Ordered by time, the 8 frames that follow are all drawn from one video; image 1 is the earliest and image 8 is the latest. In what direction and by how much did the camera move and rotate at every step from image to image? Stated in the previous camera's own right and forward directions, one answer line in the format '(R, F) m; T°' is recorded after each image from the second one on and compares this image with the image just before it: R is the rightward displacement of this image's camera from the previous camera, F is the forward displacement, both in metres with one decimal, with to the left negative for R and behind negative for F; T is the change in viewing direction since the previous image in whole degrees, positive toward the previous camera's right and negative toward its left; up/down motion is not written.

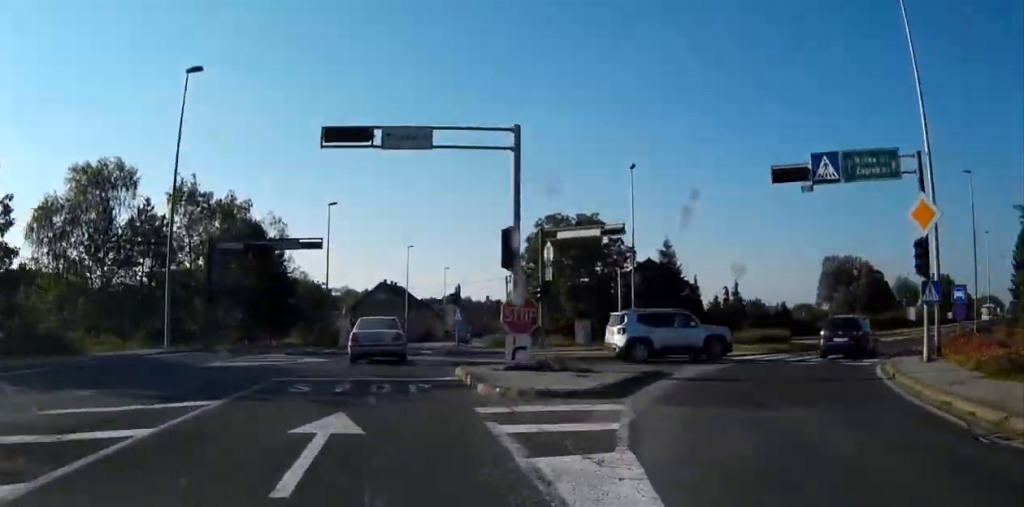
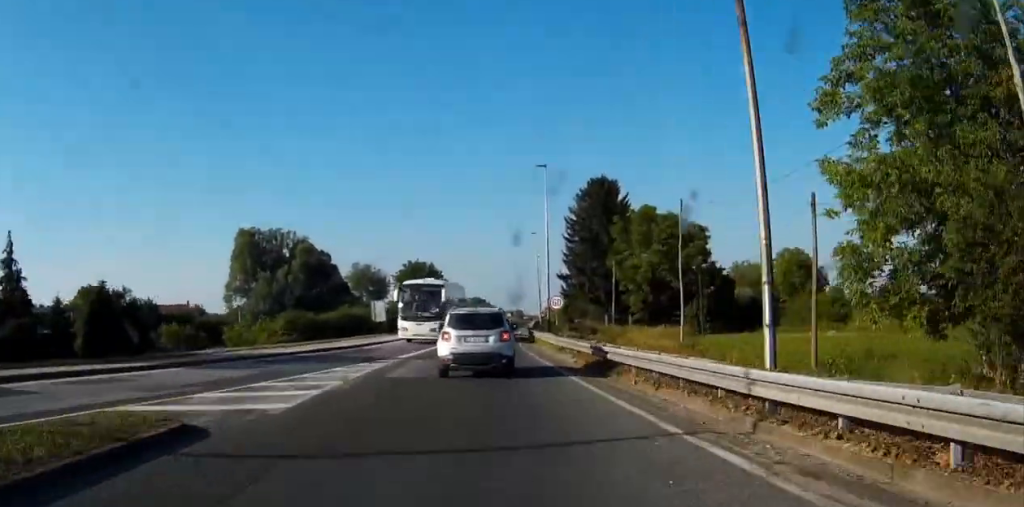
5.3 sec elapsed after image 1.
(+13.8, +55.3) m; +23°
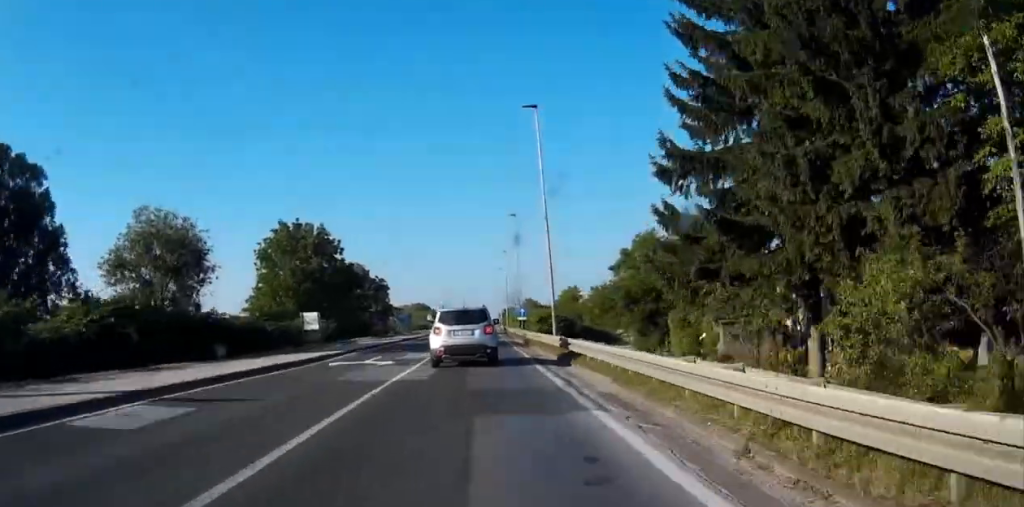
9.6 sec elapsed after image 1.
(+1.4, +65.0) m; +2°
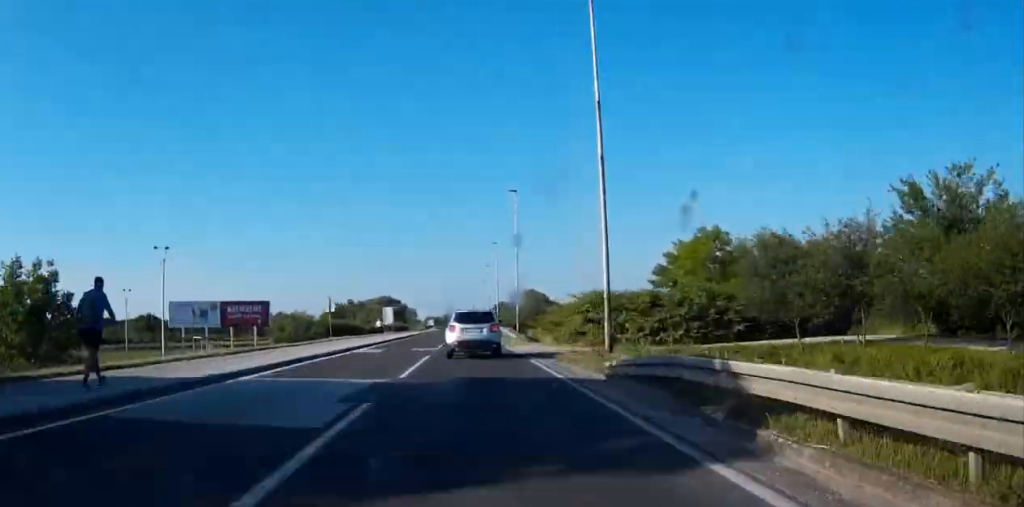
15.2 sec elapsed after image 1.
(+1.4, +102.3) m; +1°
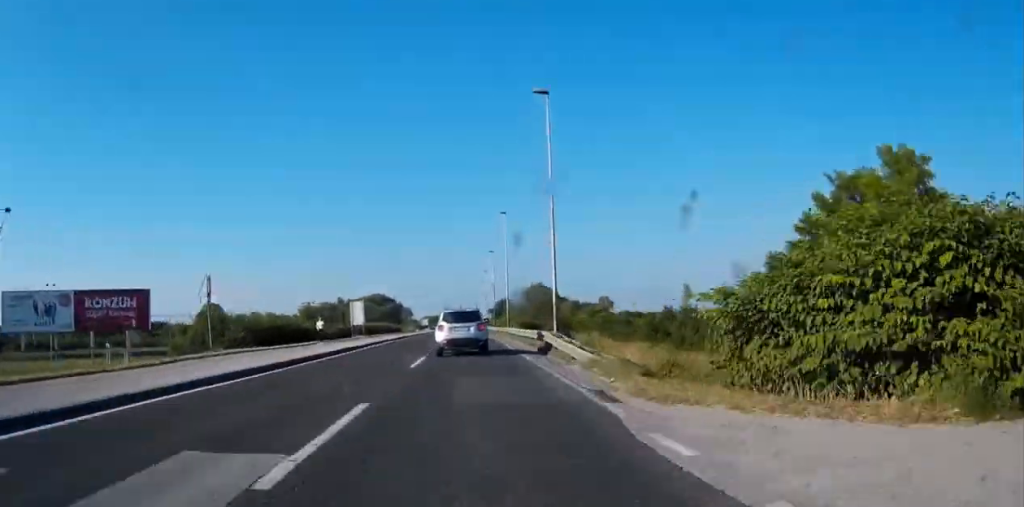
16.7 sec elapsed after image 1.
(0.0, +30.2) m; 0°
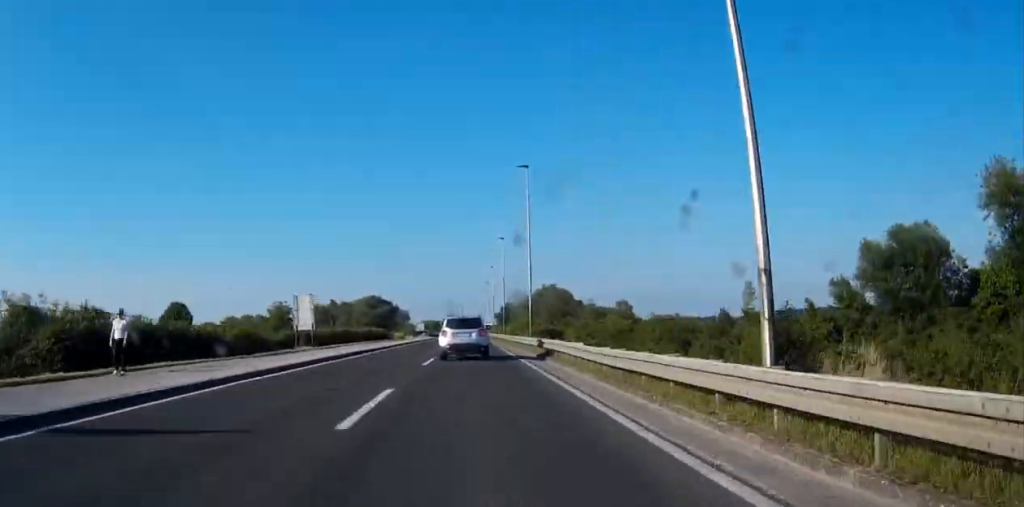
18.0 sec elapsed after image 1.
(0.0, +27.1) m; 0°
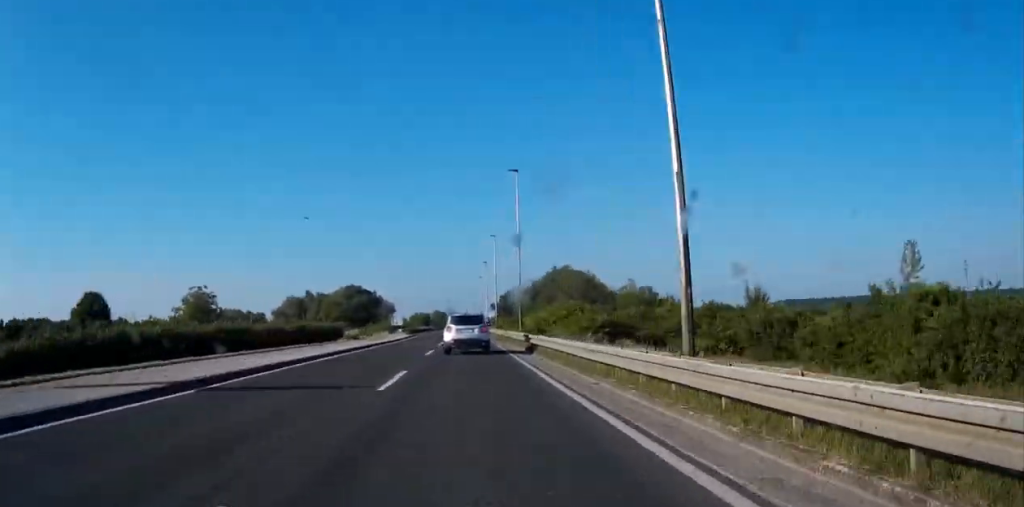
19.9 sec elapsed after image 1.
(0.0, +40.5) m; 0°
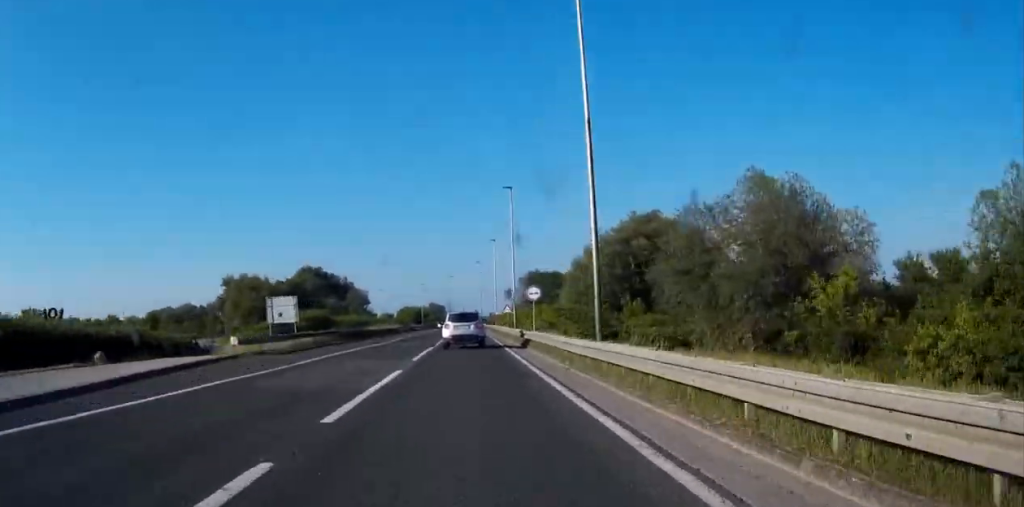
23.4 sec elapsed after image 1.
(0.0, +77.2) m; 0°
